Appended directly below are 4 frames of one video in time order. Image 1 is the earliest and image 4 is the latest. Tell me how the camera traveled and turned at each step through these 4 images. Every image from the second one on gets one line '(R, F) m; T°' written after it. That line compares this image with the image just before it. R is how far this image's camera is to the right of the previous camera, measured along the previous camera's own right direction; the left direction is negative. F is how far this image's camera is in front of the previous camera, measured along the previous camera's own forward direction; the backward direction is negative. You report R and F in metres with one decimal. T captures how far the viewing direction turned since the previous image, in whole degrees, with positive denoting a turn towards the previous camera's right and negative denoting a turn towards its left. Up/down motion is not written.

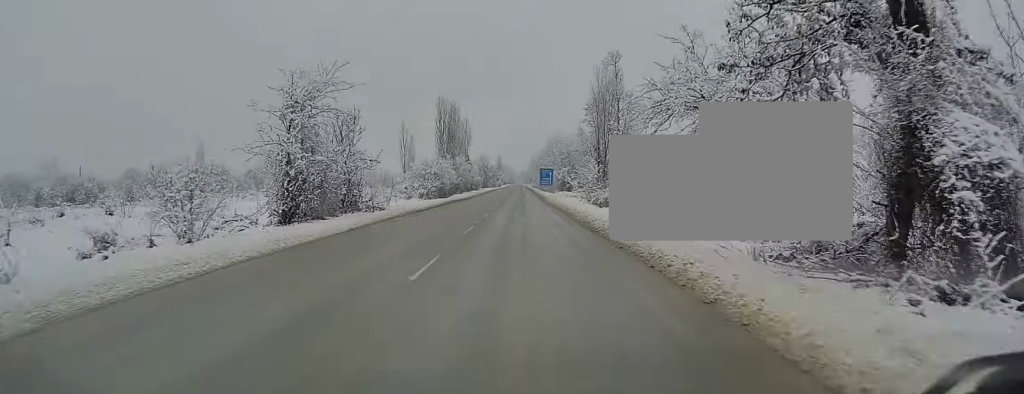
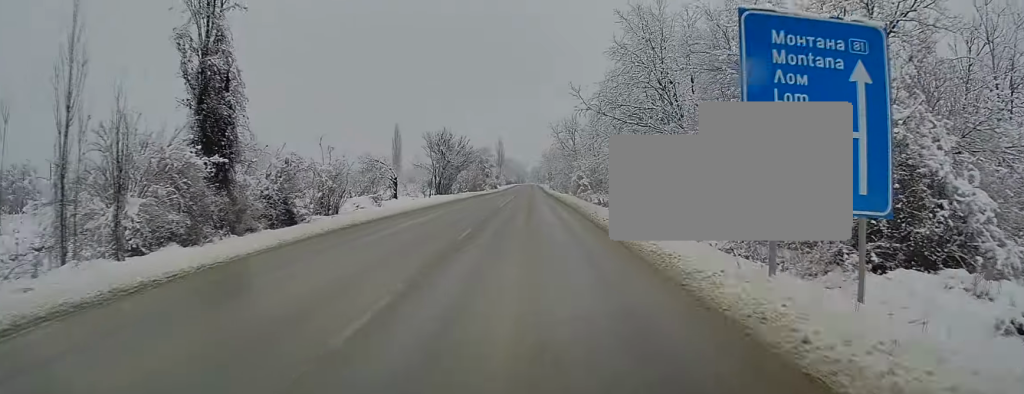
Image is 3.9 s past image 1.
(-0.5, +94.4) m; -1°
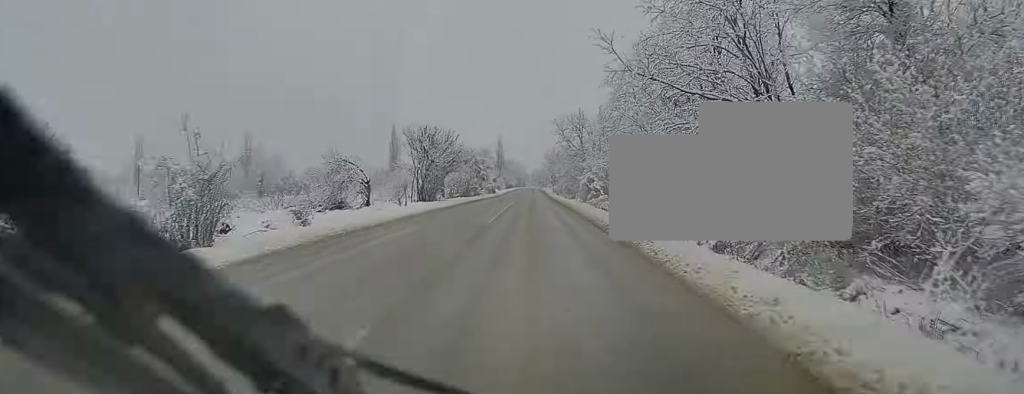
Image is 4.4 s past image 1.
(-0.1, +12.0) m; 0°
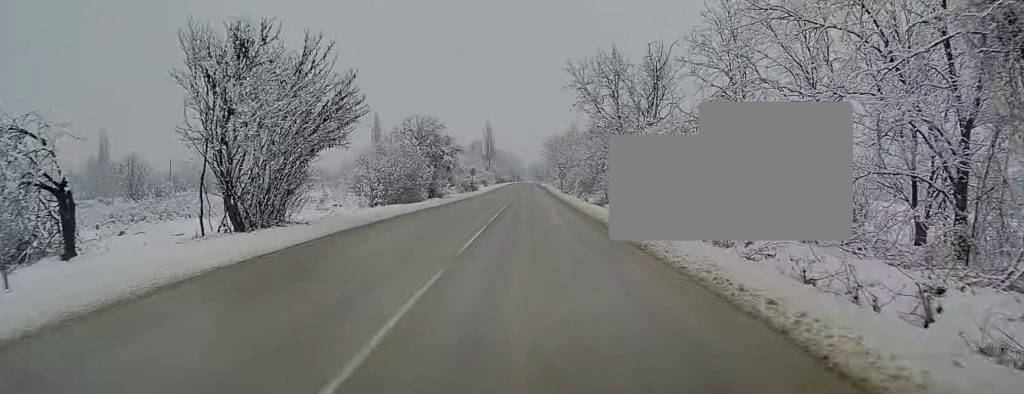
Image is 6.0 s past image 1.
(+0.1, +36.5) m; 0°
